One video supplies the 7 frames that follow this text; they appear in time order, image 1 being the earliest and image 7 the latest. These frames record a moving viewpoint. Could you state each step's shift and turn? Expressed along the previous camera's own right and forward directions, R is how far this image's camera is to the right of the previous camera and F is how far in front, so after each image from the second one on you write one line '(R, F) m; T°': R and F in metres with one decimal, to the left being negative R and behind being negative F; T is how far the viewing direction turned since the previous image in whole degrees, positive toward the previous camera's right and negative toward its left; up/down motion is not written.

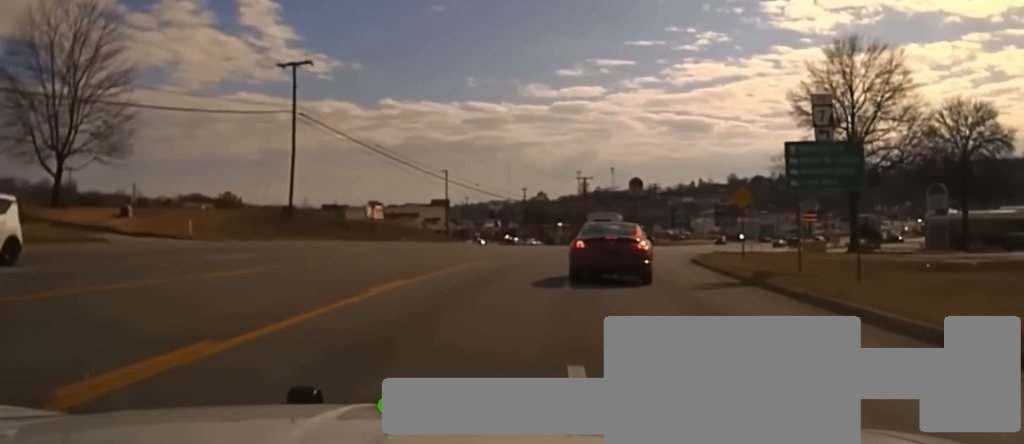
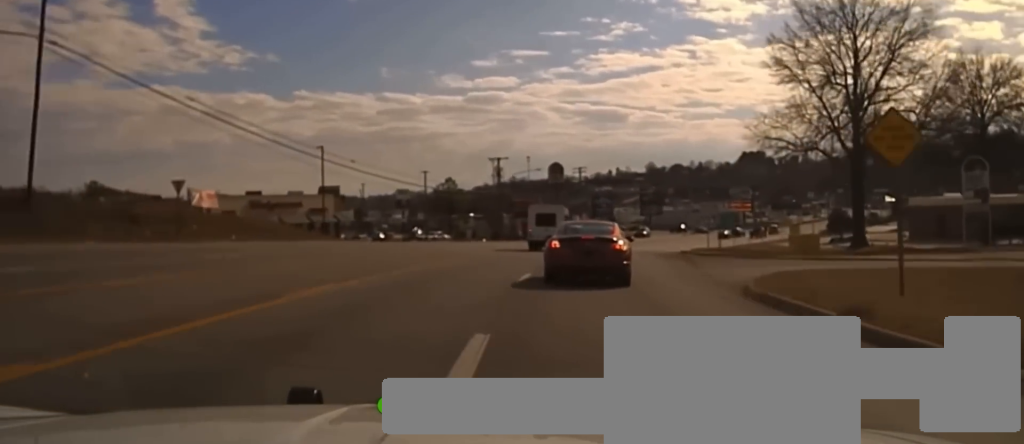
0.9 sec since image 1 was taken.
(+0.7, +26.0) m; +3°
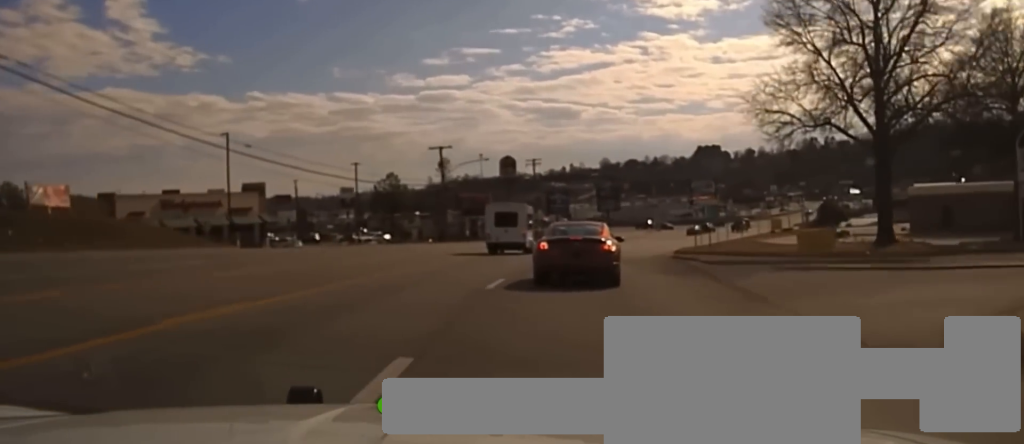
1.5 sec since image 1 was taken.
(+0.2, +13.3) m; +3°
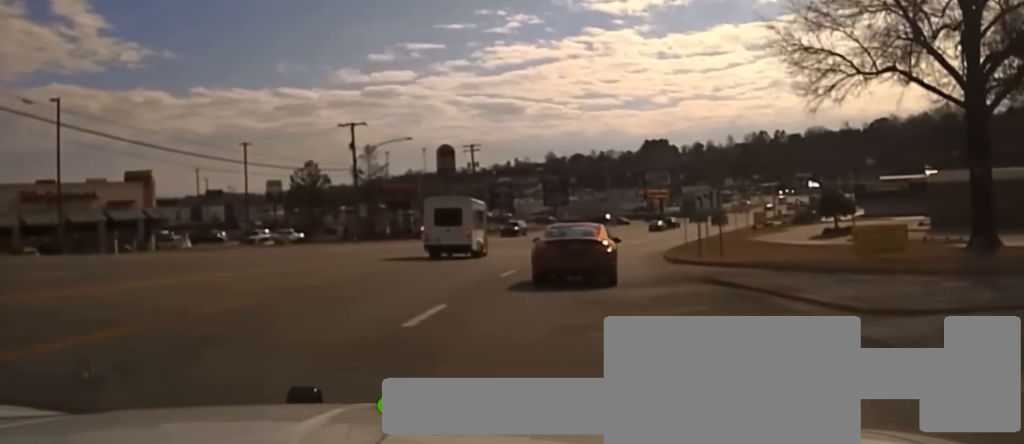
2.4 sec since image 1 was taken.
(+0.7, +18.1) m; +5°
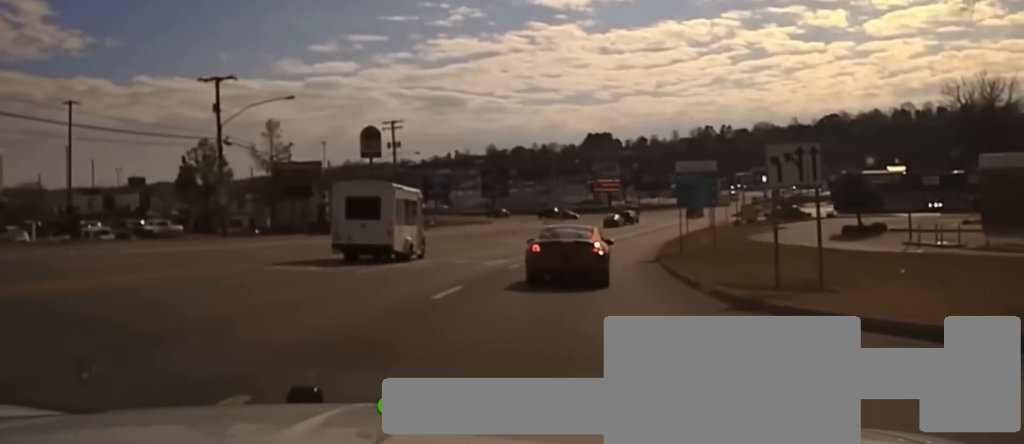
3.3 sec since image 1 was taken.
(+0.9, +19.5) m; +4°
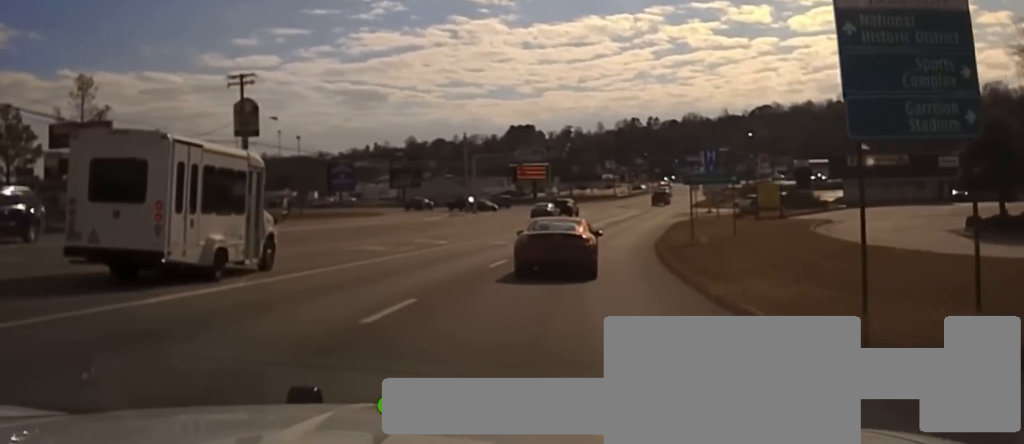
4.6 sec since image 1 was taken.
(+0.9, +28.5) m; +5°
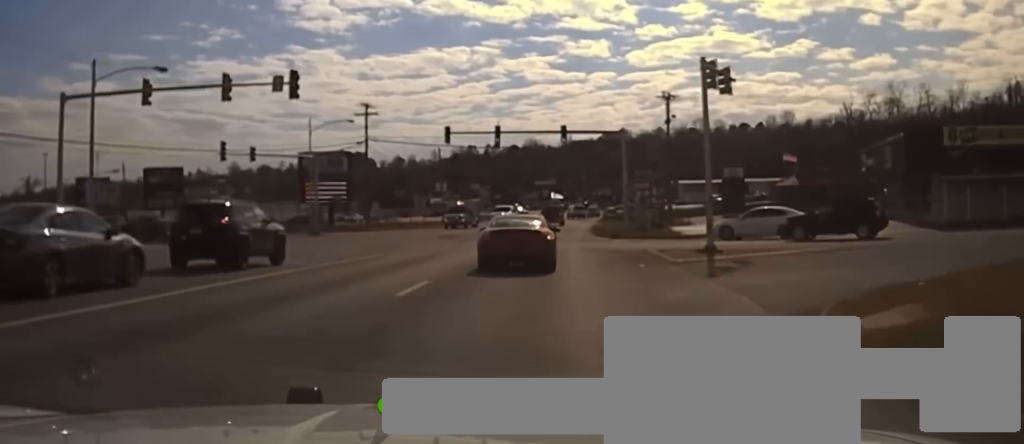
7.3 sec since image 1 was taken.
(+6.6, +61.2) m; +11°
